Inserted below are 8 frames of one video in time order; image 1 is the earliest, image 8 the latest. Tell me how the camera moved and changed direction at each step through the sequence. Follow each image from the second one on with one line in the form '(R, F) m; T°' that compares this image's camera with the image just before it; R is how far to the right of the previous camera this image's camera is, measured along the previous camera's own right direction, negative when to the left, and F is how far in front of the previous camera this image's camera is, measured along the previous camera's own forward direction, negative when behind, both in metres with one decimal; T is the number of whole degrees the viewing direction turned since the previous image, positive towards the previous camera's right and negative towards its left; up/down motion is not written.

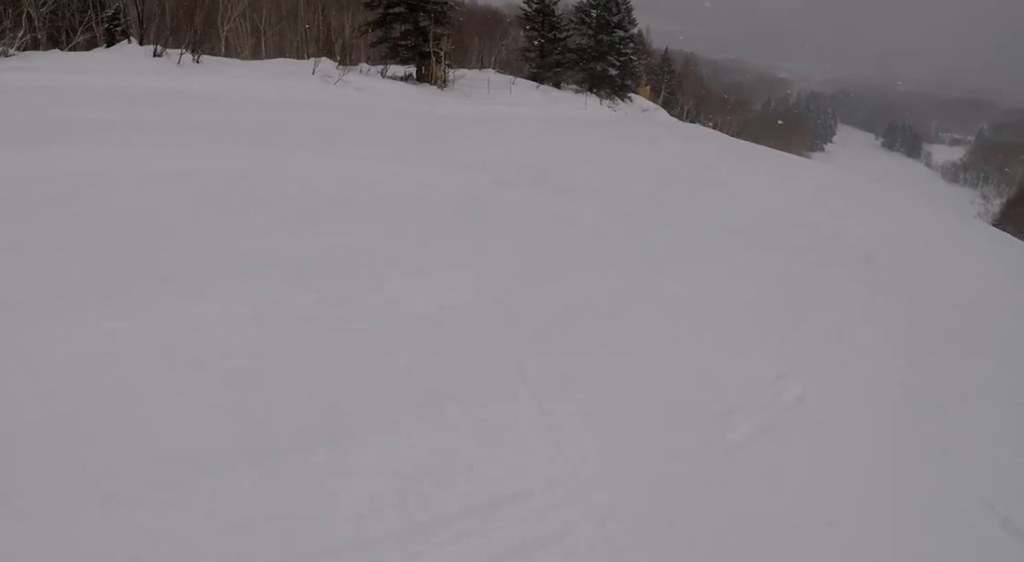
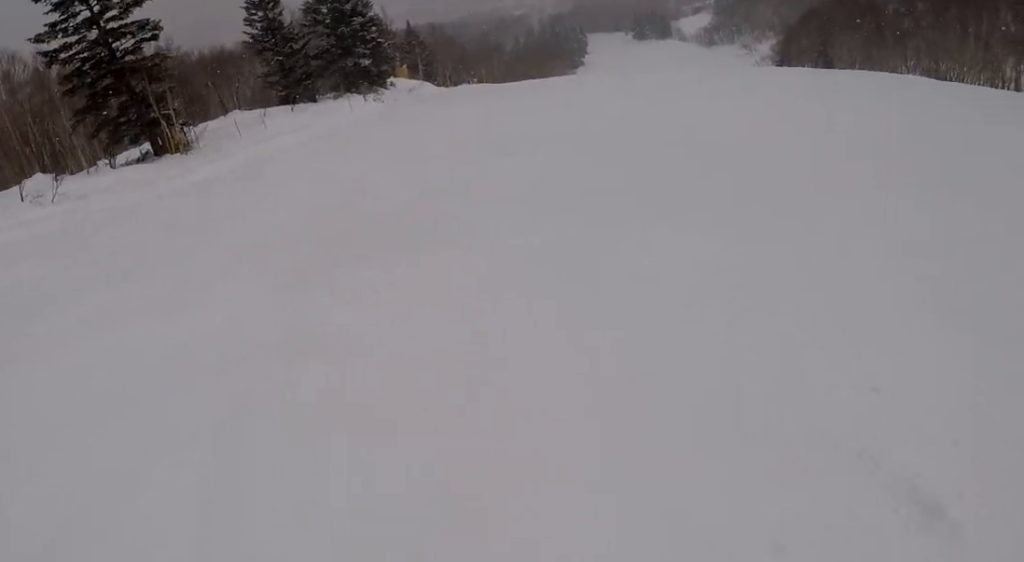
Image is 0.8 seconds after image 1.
(-0.1, +5.7) m; +4°
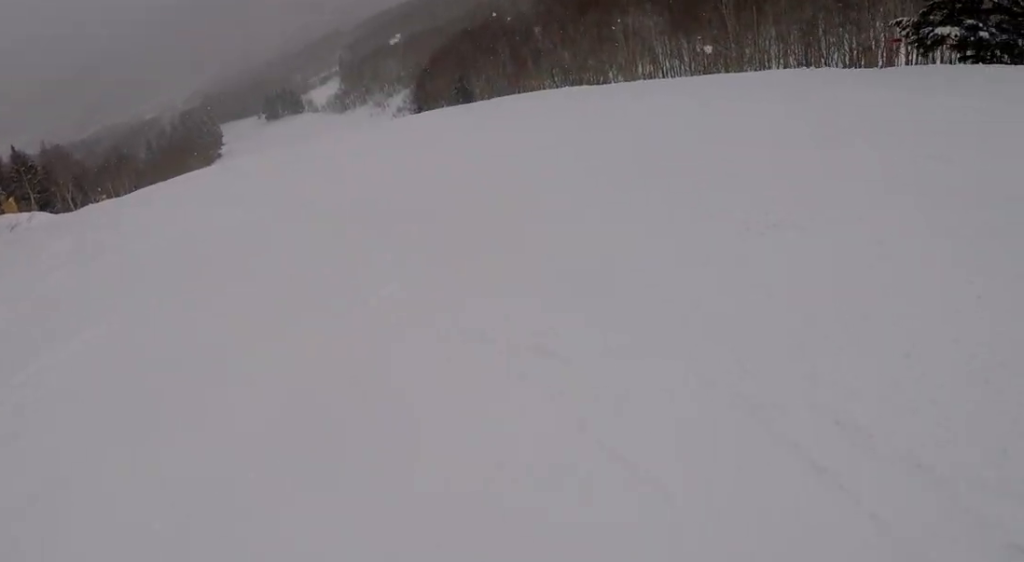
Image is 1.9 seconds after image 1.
(+1.0, +8.1) m; +23°
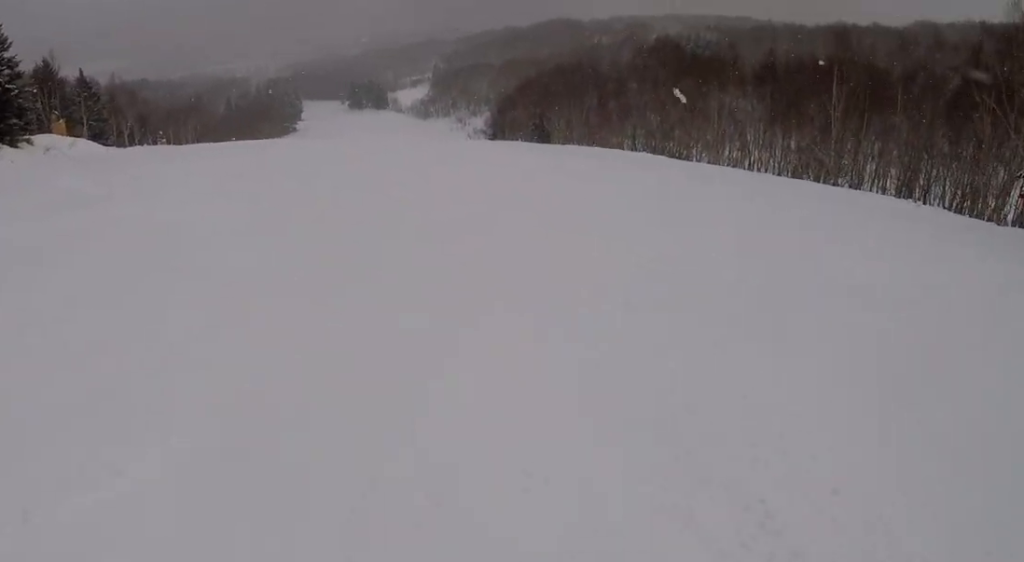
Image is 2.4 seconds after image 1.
(+1.0, +3.6) m; +4°
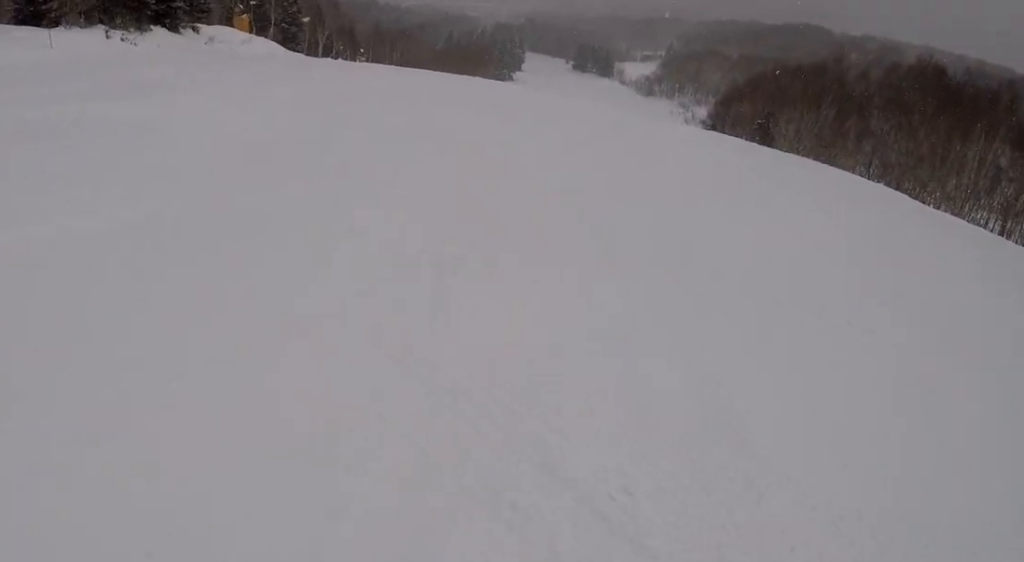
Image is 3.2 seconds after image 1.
(+0.4, +5.6) m; -3°
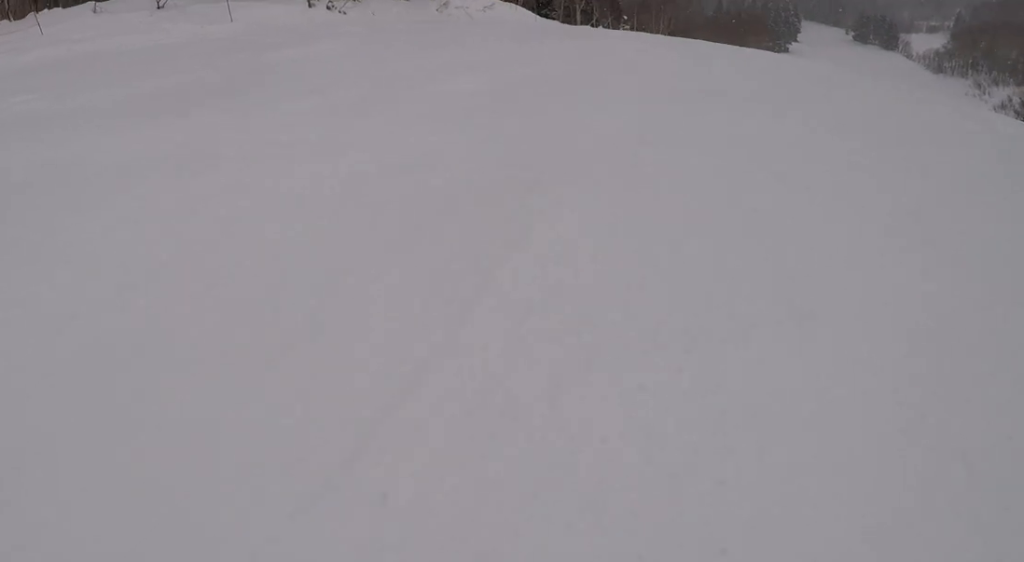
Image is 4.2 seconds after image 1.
(-0.9, +6.6) m; -16°
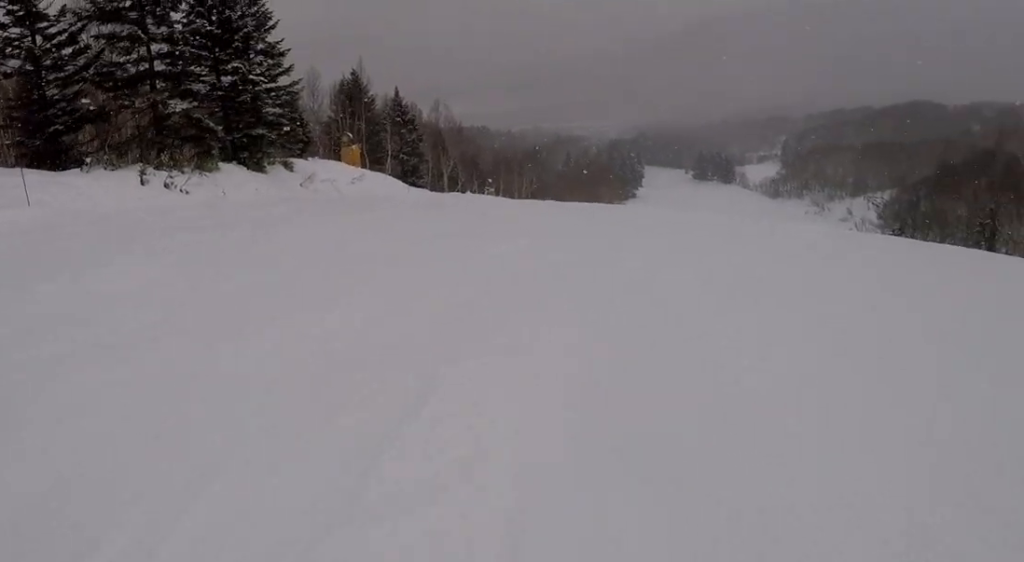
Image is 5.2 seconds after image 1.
(-1.0, +6.8) m; -9°
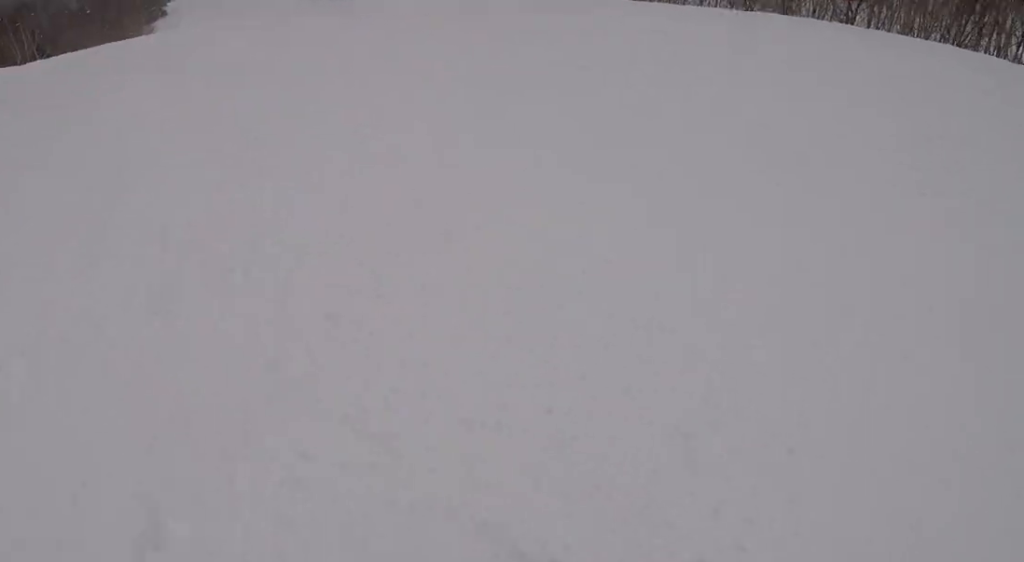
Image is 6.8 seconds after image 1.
(+0.4, +10.2) m; +33°
